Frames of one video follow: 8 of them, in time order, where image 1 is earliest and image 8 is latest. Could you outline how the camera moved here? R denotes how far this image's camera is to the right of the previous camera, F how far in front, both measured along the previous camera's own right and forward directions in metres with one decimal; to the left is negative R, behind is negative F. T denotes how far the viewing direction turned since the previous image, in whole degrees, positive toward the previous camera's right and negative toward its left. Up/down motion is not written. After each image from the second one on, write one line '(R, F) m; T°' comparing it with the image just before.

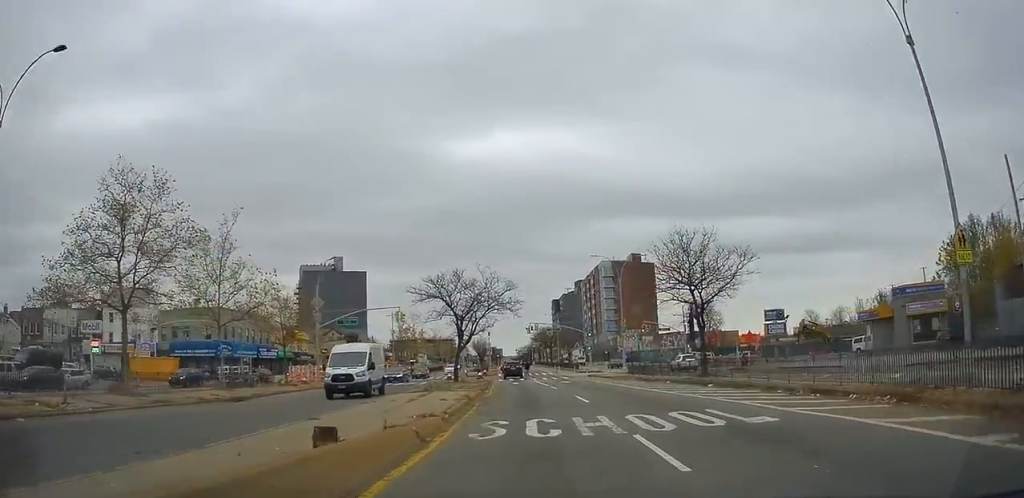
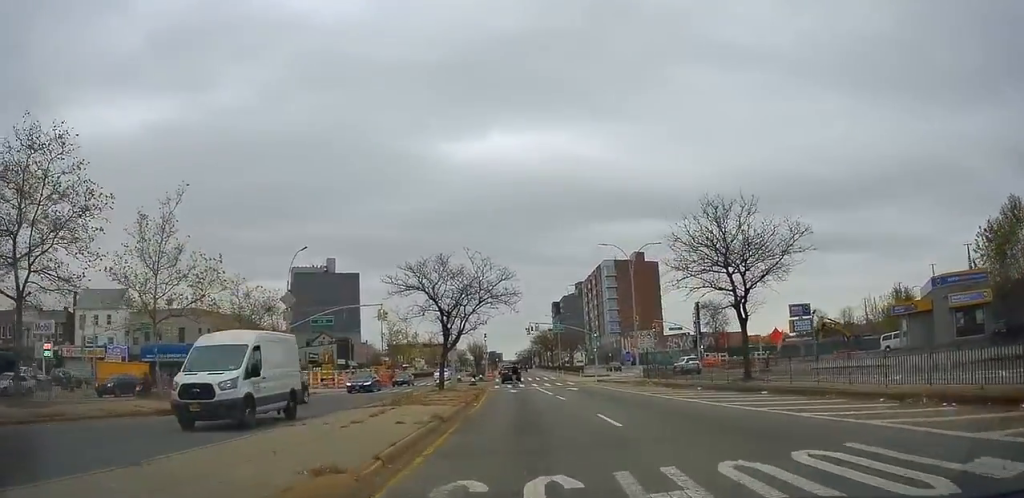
(+0.2, +6.2) m; +1°
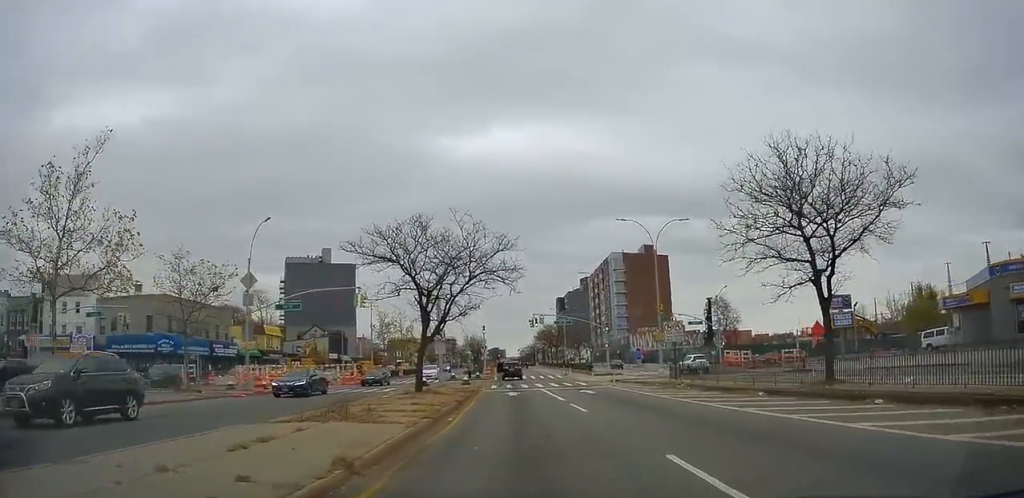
(0.0, +7.3) m; -2°
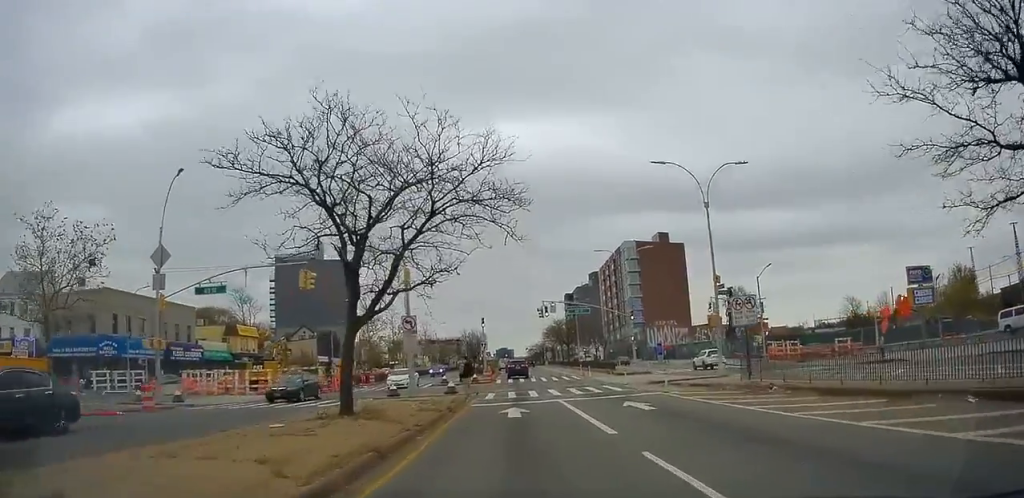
(-0.4, +10.9) m; -3°
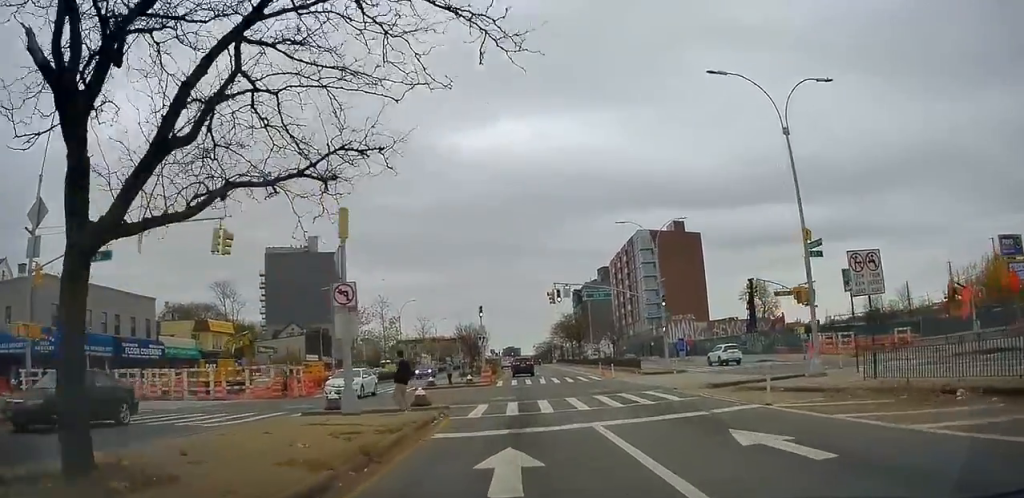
(-0.2, +9.3) m; -1°
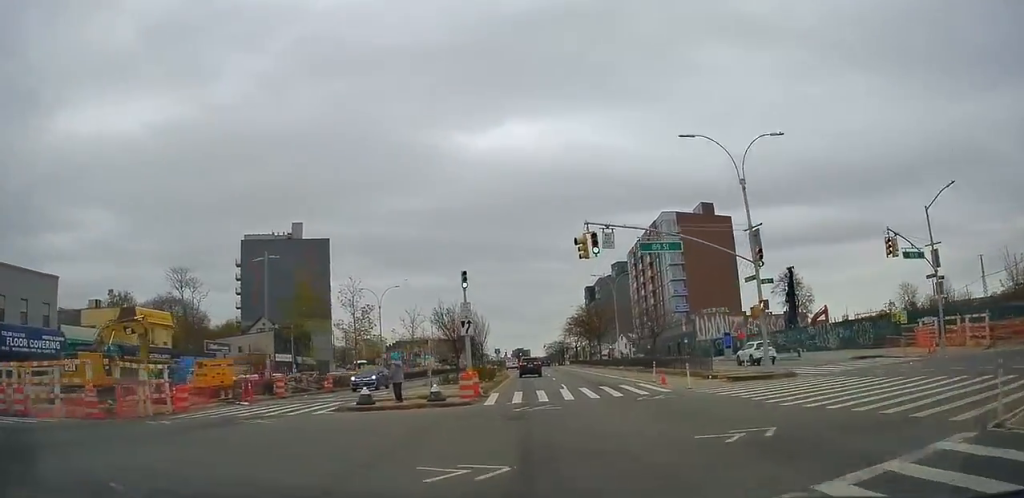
(+0.4, +16.2) m; +2°
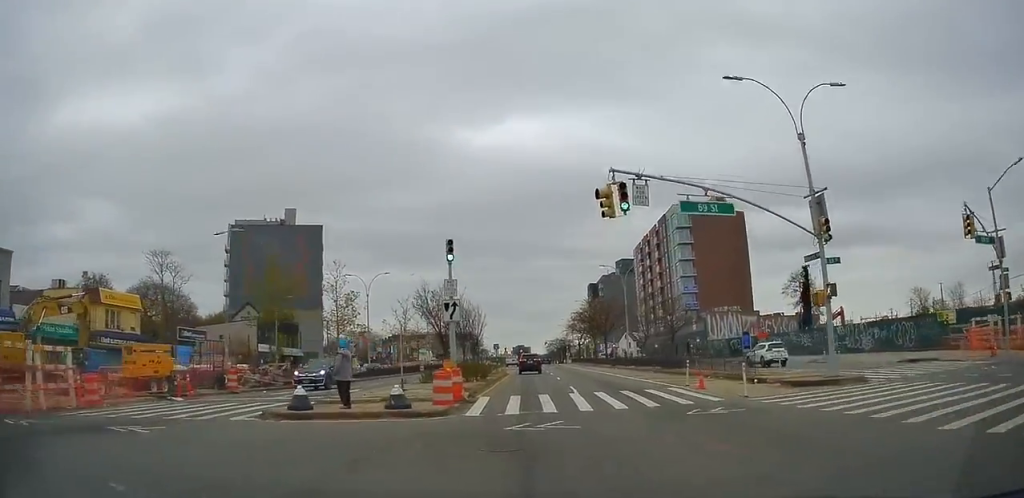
(+0.1, +5.9) m; +1°
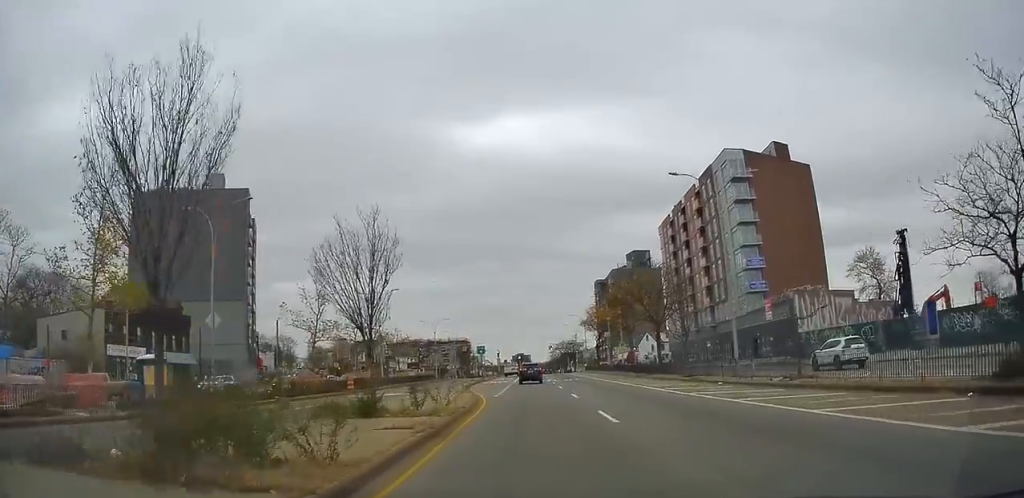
(-1.4, +32.3) m; -3°
